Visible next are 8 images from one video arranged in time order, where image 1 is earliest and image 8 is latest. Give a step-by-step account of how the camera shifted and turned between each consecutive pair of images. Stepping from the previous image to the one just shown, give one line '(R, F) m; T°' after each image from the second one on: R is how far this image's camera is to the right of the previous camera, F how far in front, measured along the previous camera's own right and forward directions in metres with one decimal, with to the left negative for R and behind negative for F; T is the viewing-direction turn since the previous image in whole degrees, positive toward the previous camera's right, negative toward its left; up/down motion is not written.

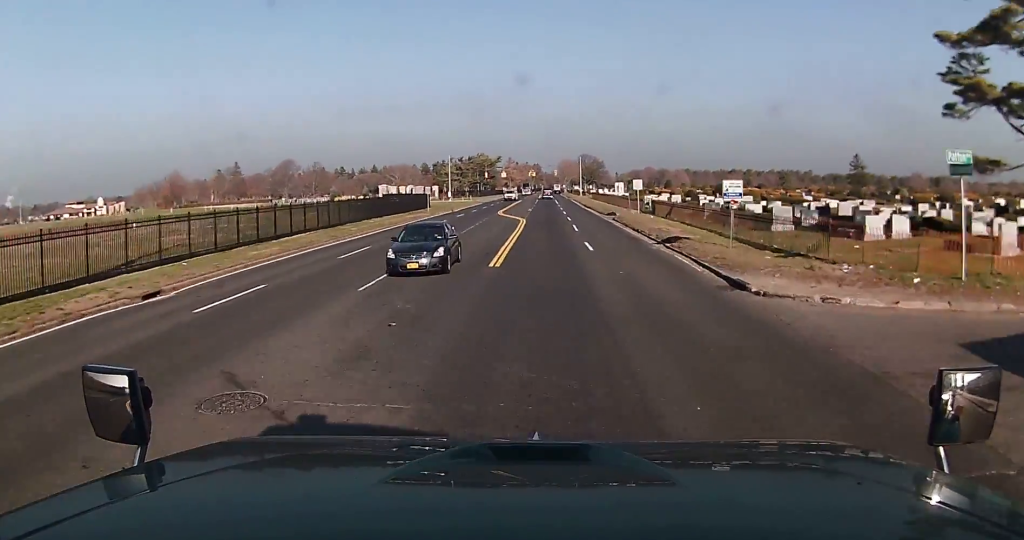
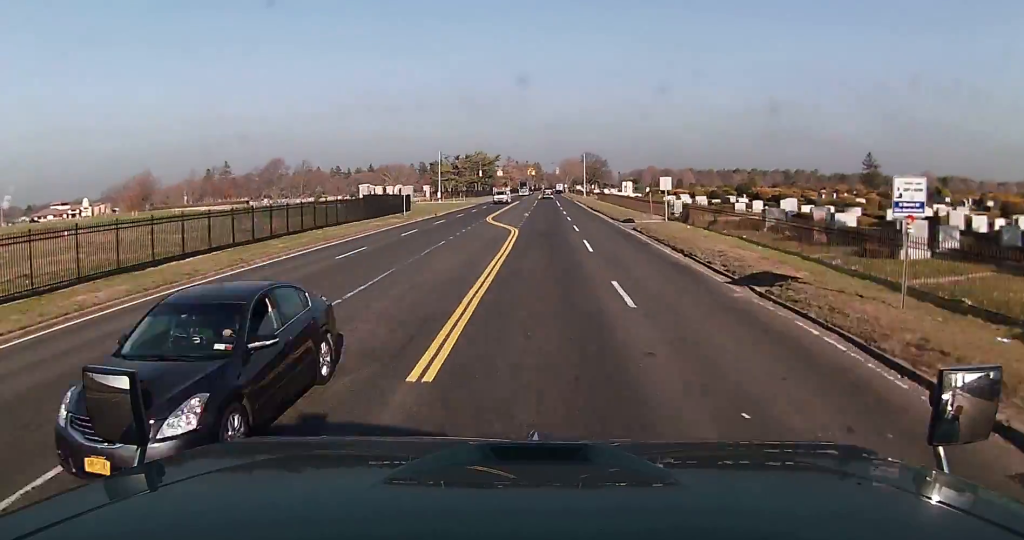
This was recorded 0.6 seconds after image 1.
(-0.2, +12.7) m; -1°
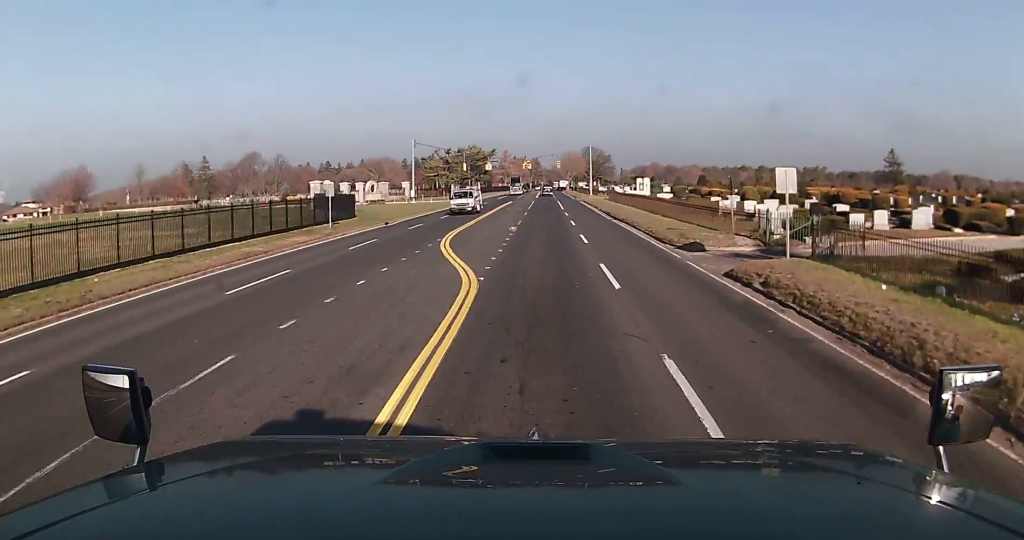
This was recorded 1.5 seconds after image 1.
(-0.2, +21.7) m; 0°
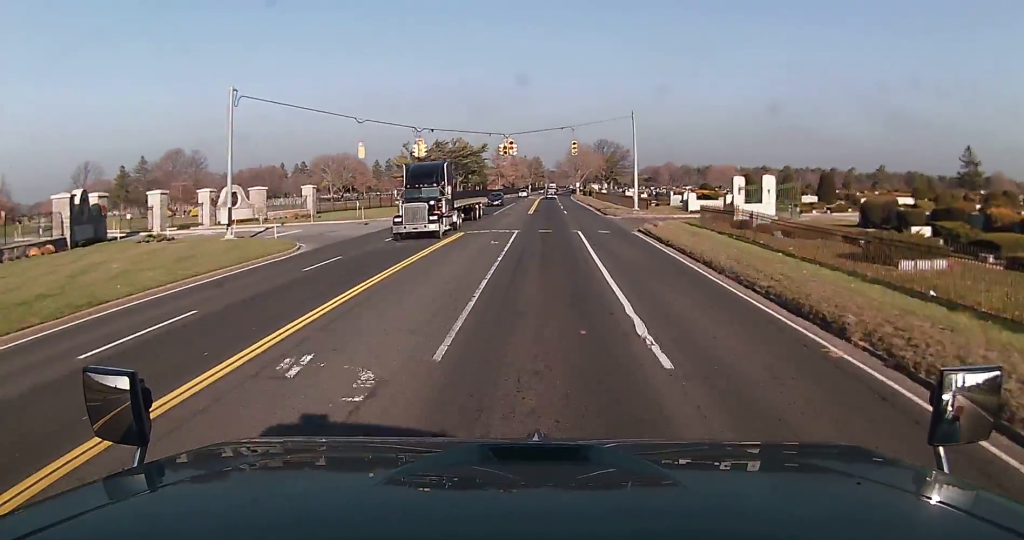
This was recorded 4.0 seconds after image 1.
(+0.6, +55.5) m; 0°
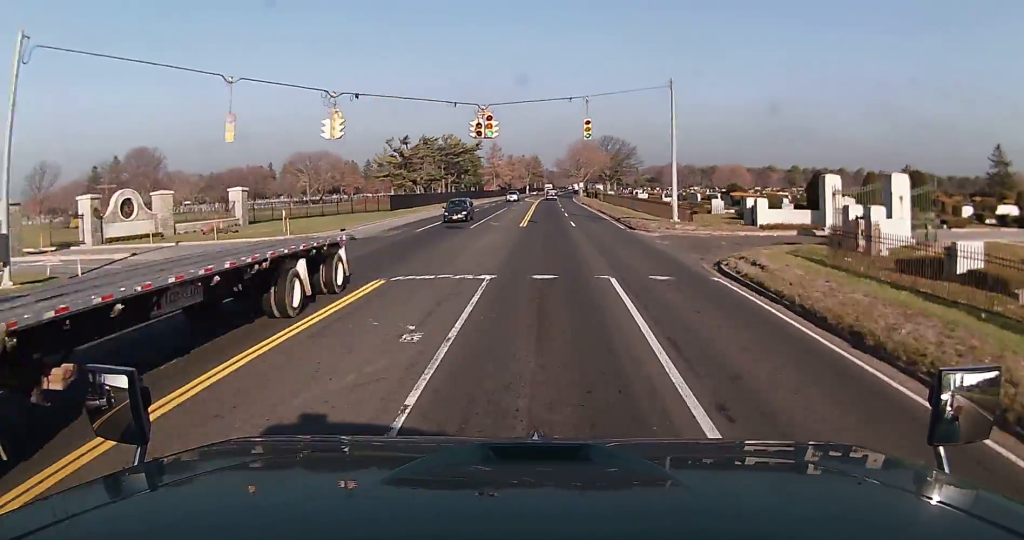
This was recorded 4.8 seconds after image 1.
(0.0, +18.4) m; +1°
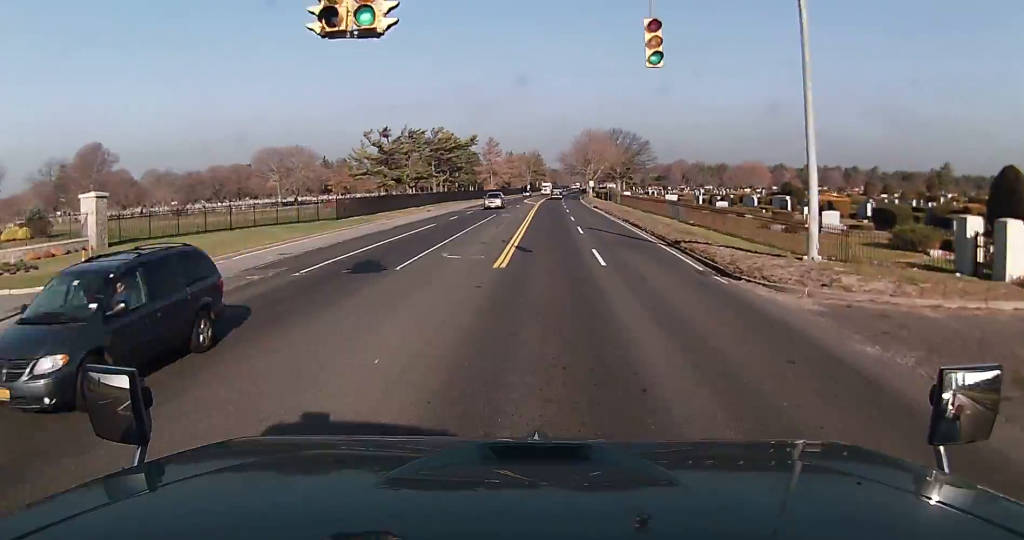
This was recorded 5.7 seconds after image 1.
(+0.2, +21.4) m; 0°
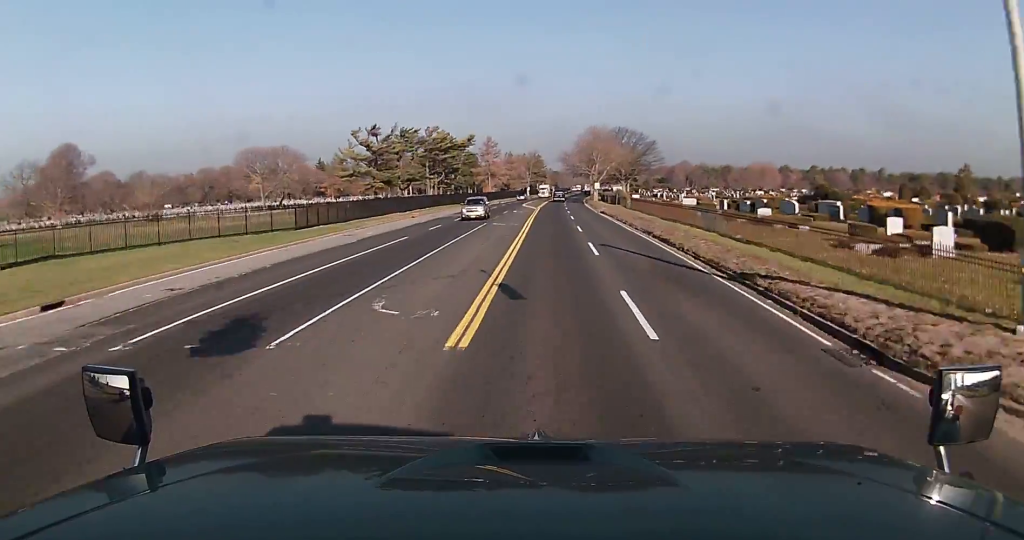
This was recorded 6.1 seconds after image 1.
(+0.1, +10.0) m; 0°
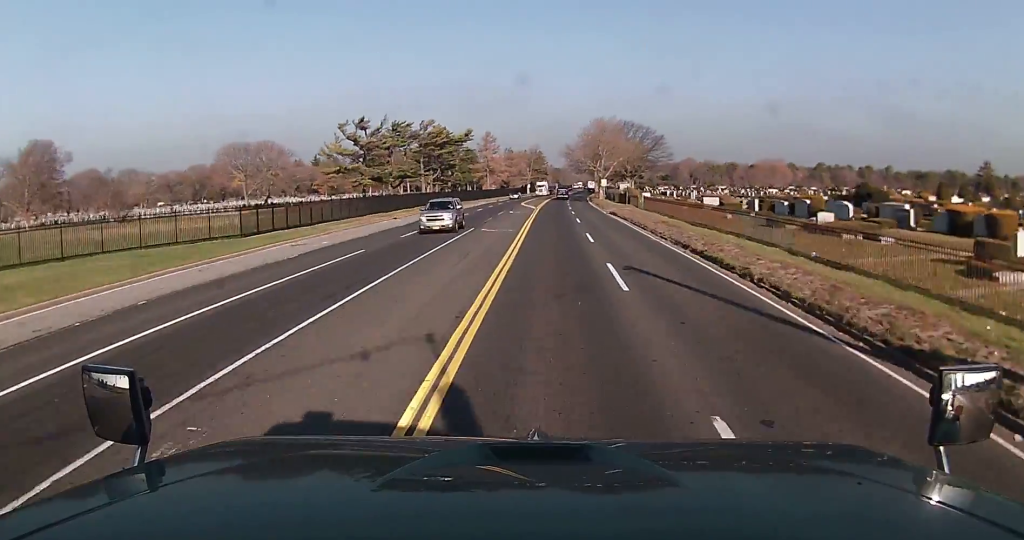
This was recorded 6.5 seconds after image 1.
(-0.2, +9.2) m; 0°
